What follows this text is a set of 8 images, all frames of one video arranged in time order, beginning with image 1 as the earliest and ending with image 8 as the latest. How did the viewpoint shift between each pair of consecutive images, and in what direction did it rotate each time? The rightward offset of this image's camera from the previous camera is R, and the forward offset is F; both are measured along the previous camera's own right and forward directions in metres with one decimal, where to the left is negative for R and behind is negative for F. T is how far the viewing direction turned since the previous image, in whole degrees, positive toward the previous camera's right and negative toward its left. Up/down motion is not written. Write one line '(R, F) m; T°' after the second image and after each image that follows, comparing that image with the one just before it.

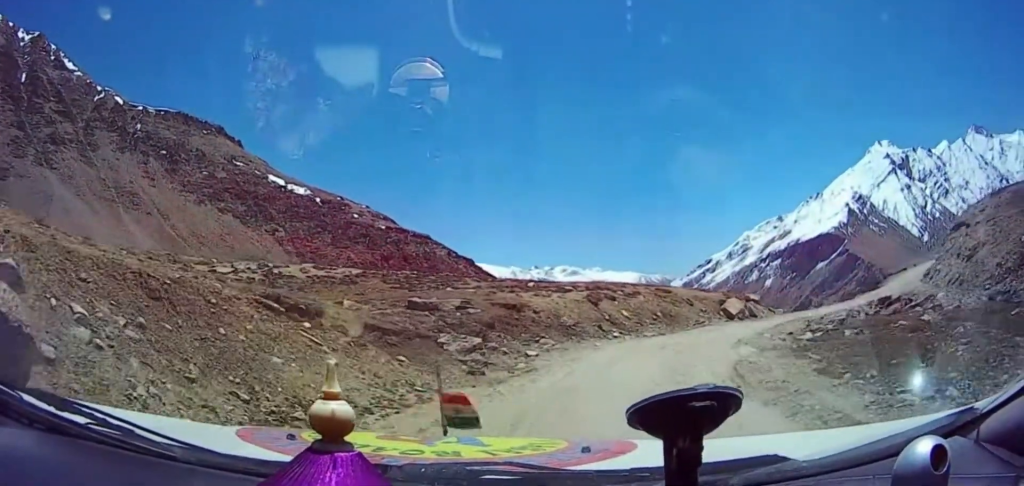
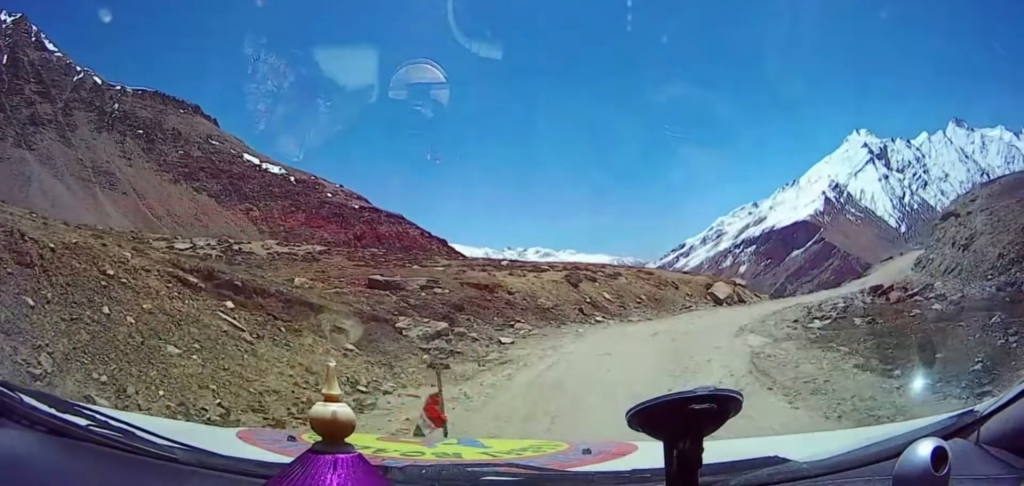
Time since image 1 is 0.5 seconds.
(+0.5, +2.1) m; -8°
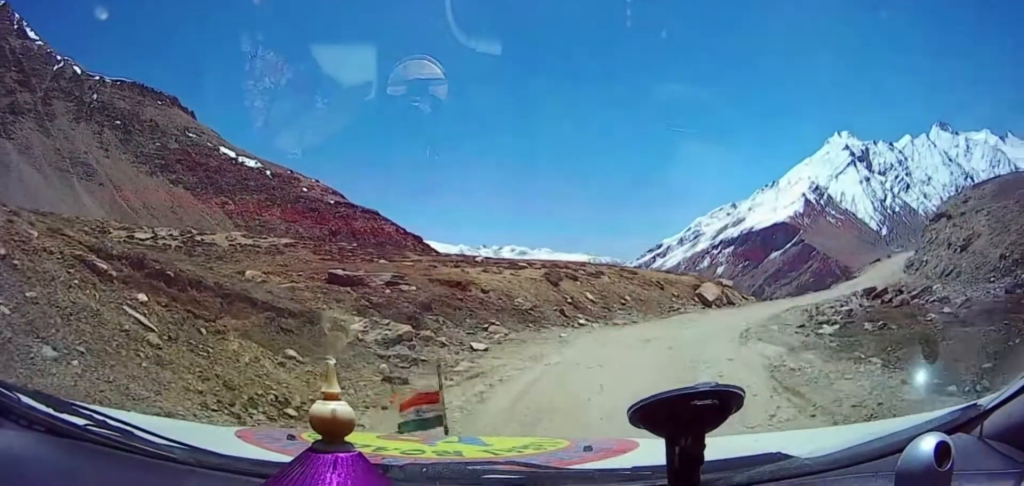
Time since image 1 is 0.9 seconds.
(-0.4, +1.6) m; 0°
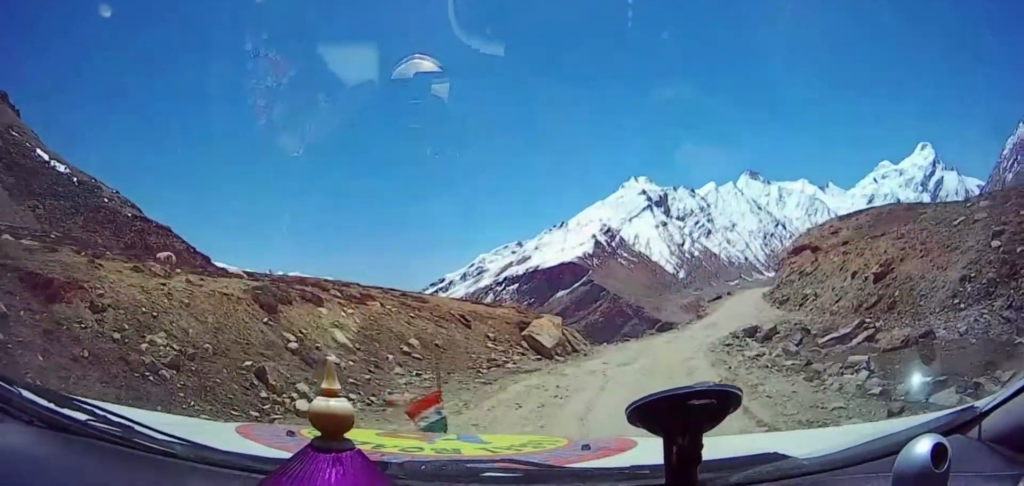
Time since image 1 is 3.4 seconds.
(+3.4, +9.1) m; +39°
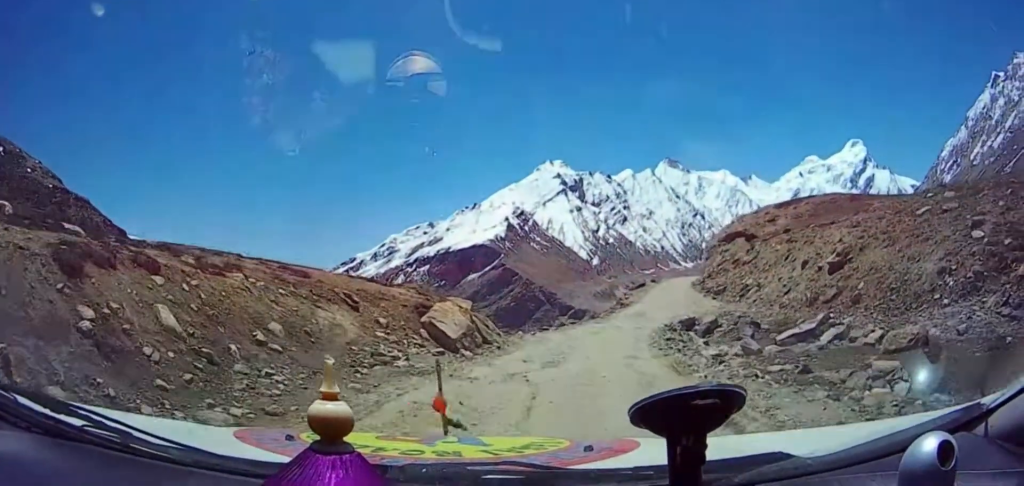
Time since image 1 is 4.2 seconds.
(0.0, +3.5) m; 0°
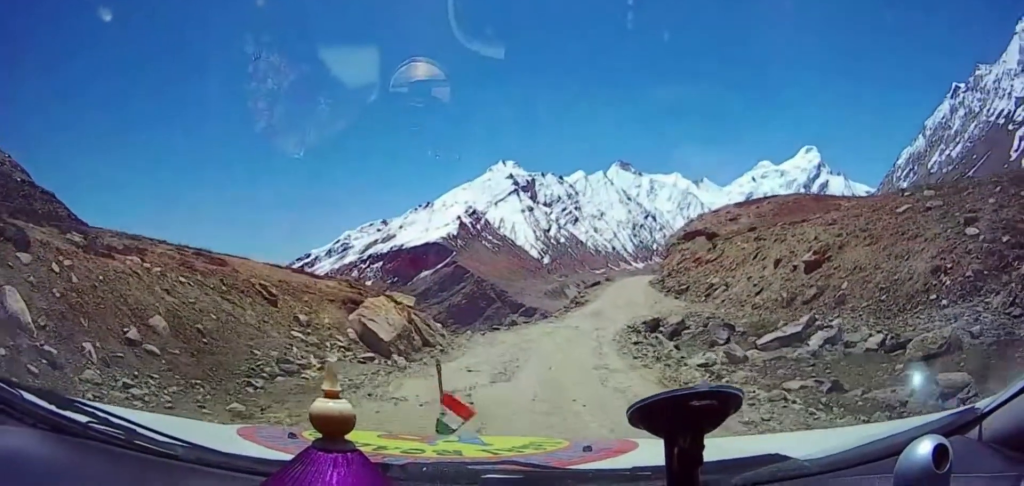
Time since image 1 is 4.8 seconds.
(0.0, +2.6) m; +2°
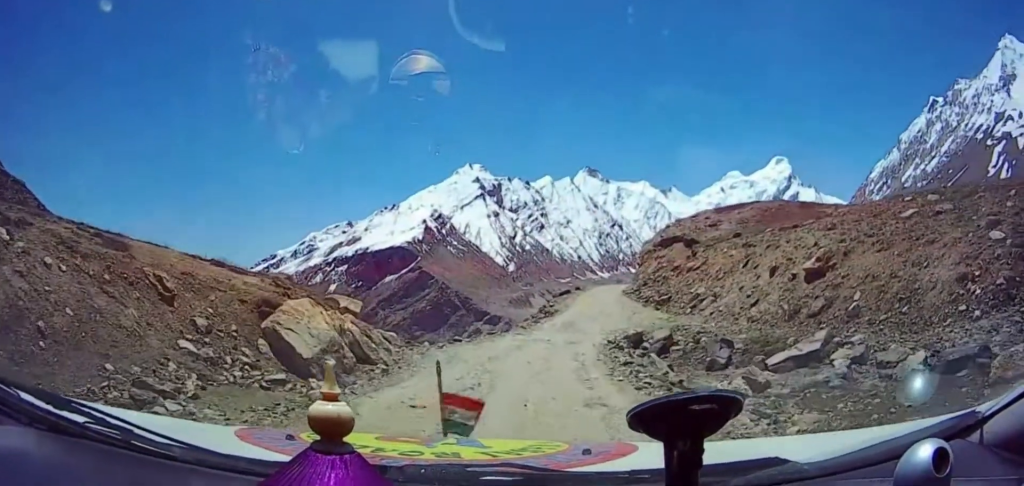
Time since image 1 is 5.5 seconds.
(-0.1, +3.1) m; +6°
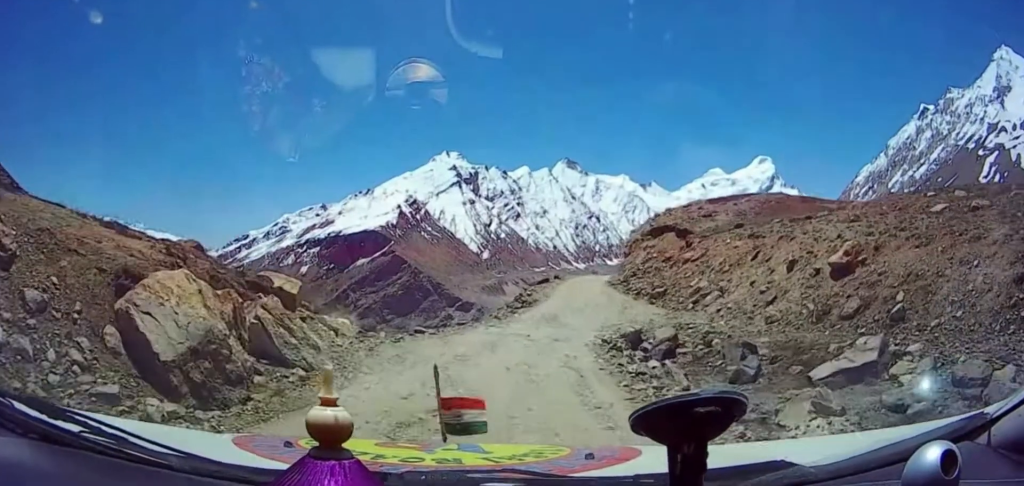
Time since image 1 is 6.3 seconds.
(+0.5, +3.4) m; +7°
